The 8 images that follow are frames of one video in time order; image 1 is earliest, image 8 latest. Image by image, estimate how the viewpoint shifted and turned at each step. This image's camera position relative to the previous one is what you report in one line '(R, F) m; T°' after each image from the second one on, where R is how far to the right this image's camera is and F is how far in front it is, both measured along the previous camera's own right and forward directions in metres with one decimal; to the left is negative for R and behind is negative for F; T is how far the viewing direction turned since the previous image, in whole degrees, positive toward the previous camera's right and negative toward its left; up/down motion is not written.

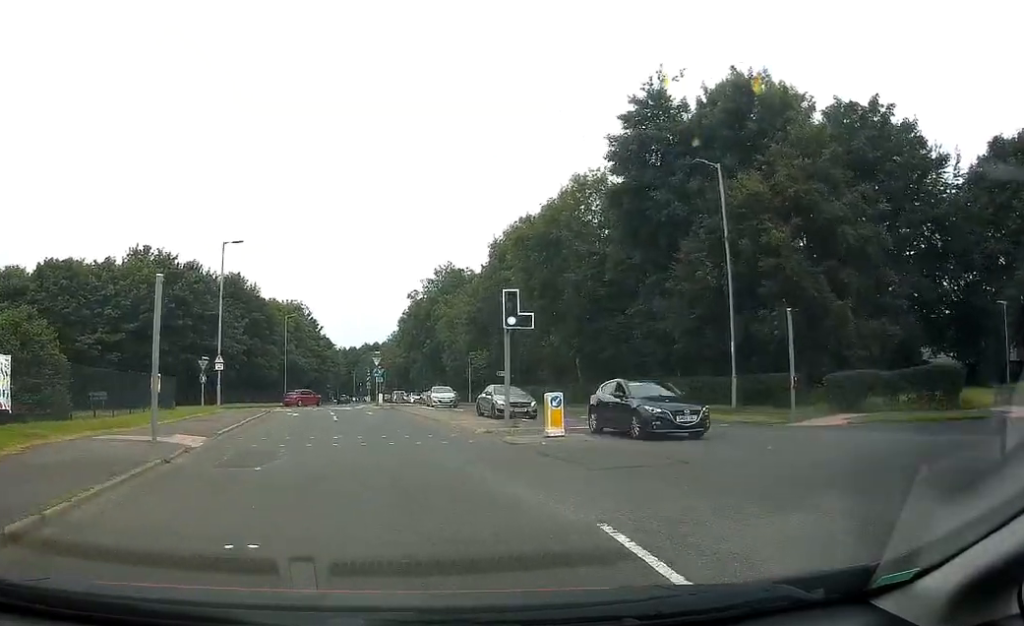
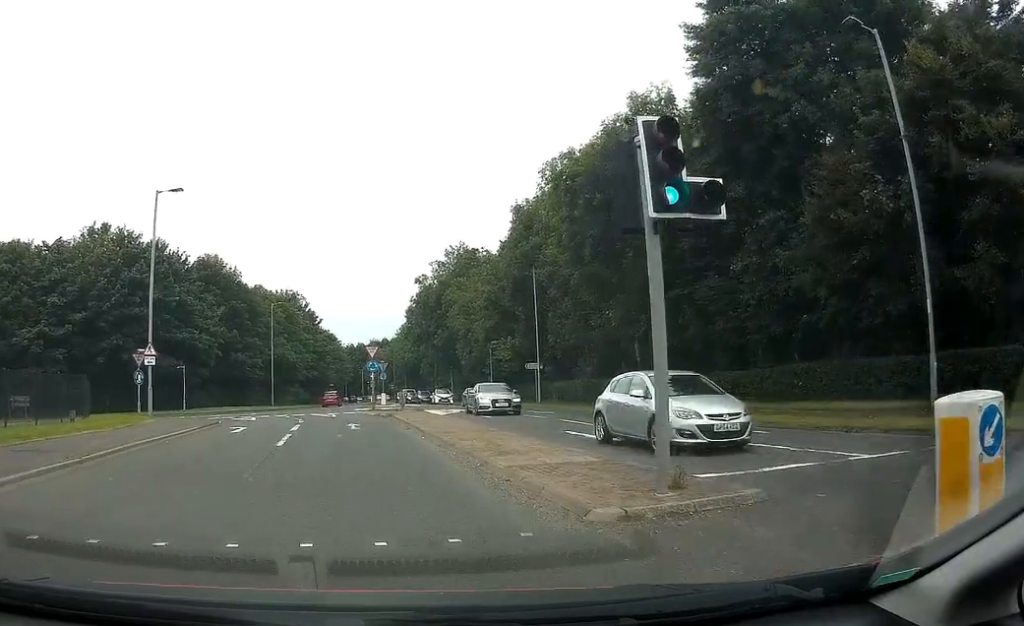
(0.0, +12.6) m; 0°
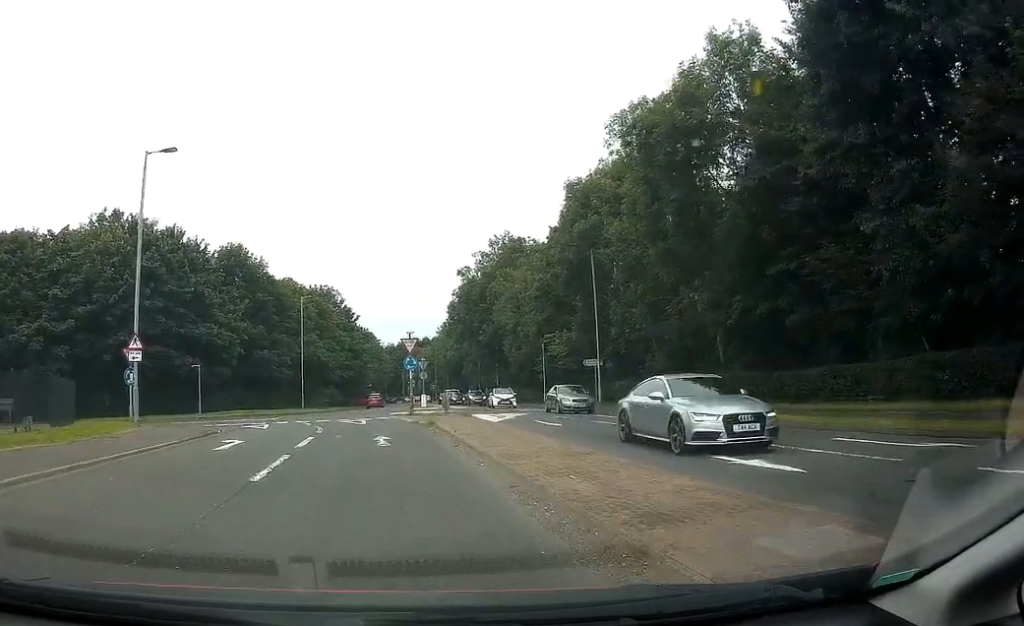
(0.0, +5.8) m; -10°
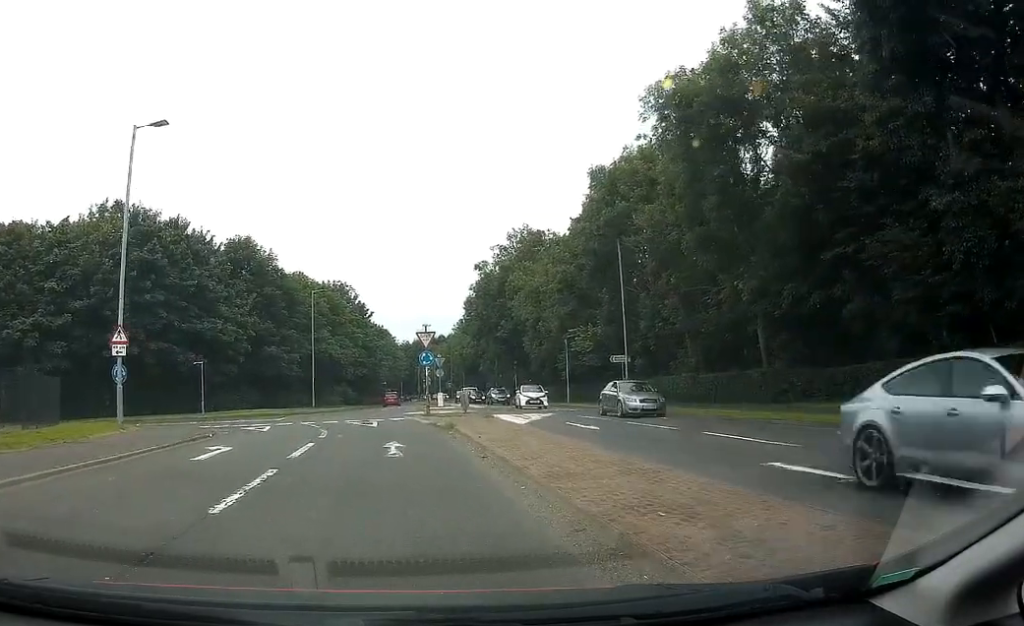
(-0.4, +2.7) m; -2°
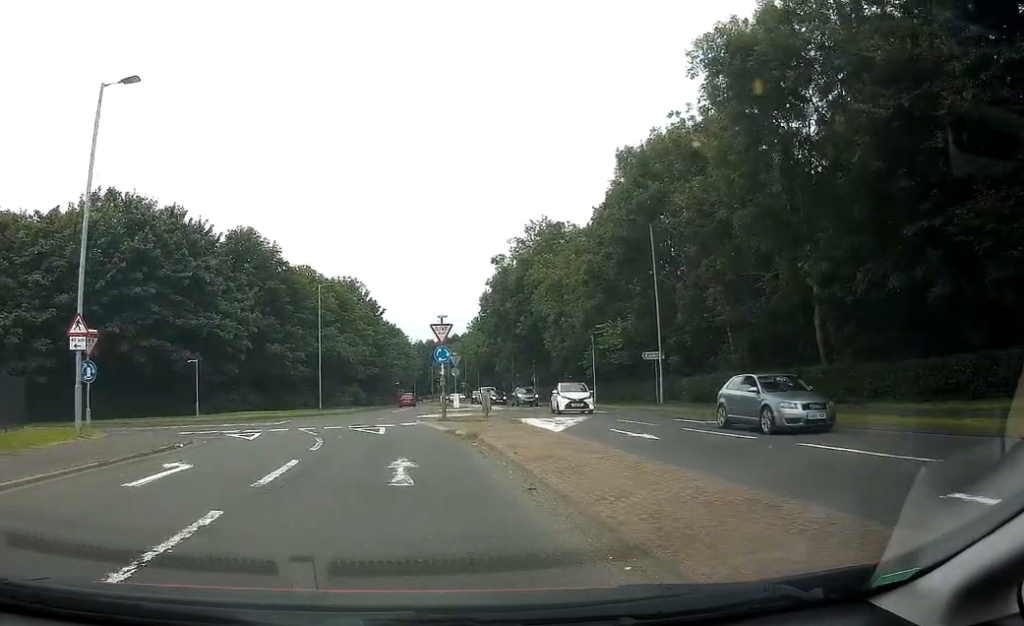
(-0.3, +3.6) m; -1°
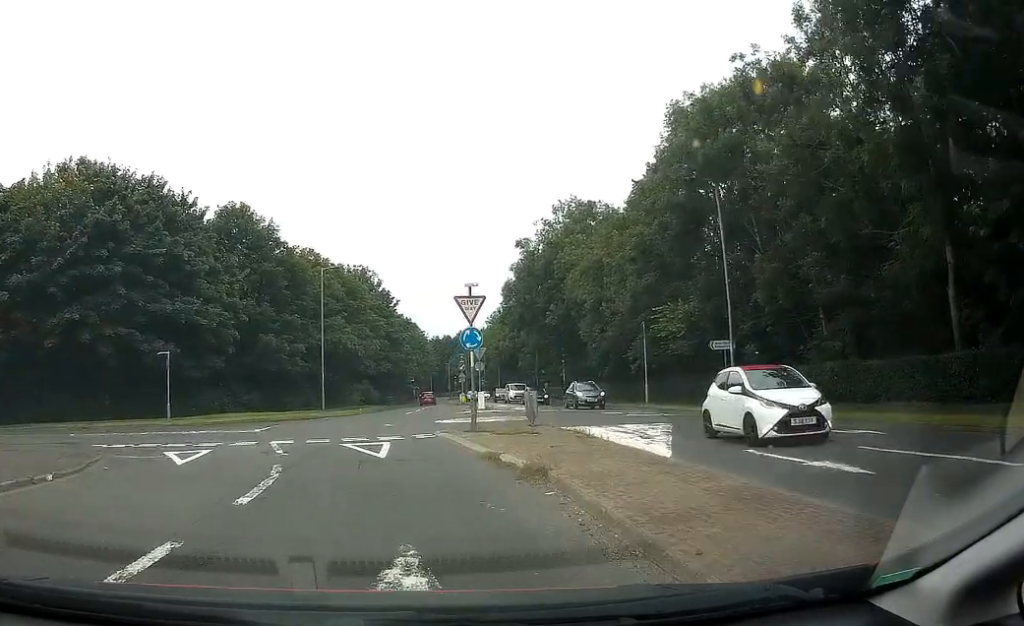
(+0.4, +7.4) m; 0°
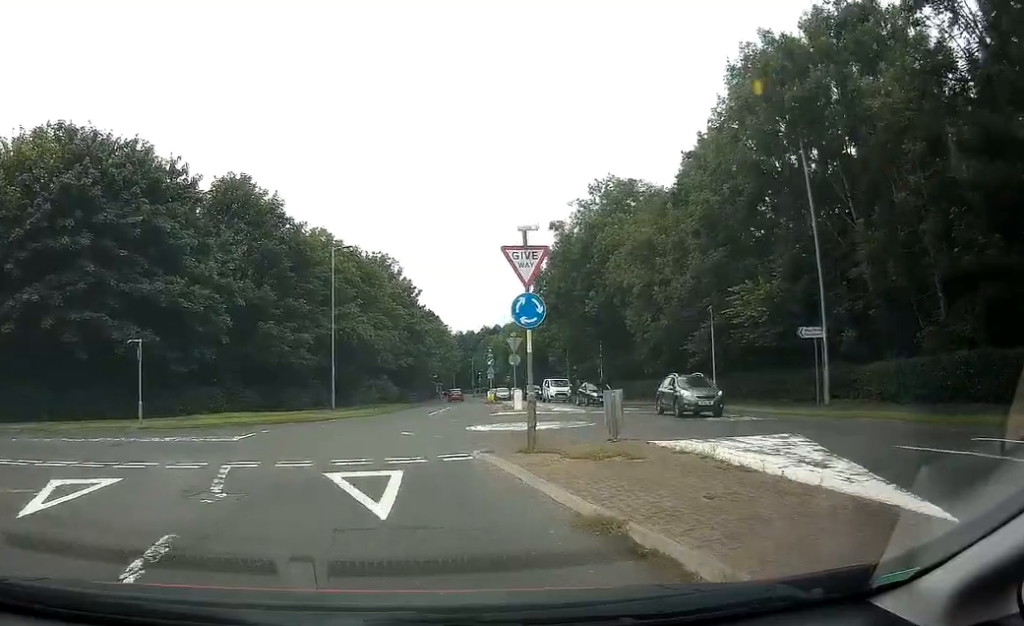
(-0.3, +6.3) m; -3°
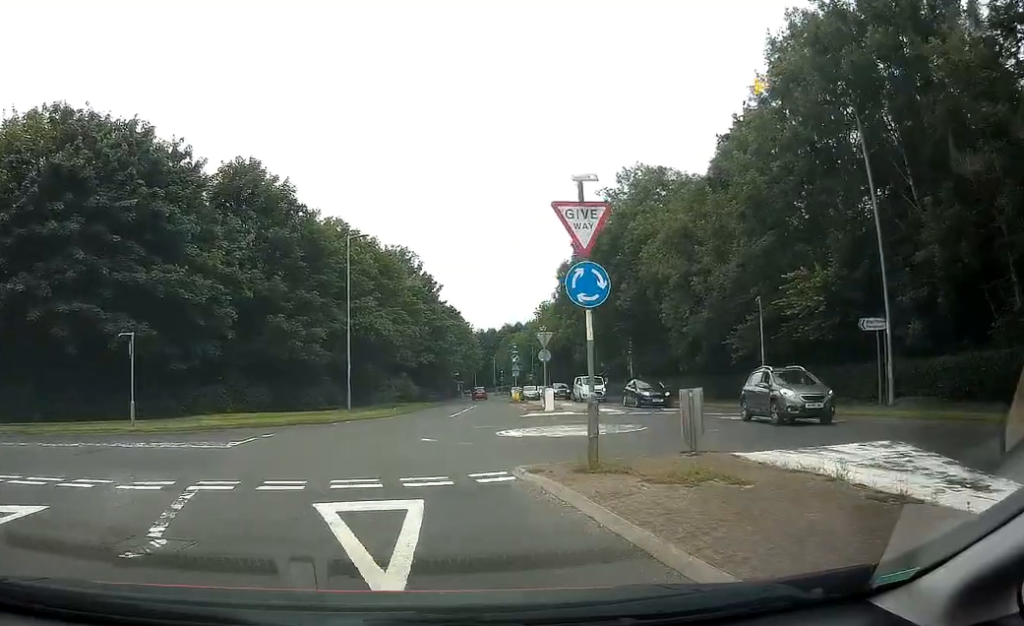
(0.0, +2.7) m; 0°
